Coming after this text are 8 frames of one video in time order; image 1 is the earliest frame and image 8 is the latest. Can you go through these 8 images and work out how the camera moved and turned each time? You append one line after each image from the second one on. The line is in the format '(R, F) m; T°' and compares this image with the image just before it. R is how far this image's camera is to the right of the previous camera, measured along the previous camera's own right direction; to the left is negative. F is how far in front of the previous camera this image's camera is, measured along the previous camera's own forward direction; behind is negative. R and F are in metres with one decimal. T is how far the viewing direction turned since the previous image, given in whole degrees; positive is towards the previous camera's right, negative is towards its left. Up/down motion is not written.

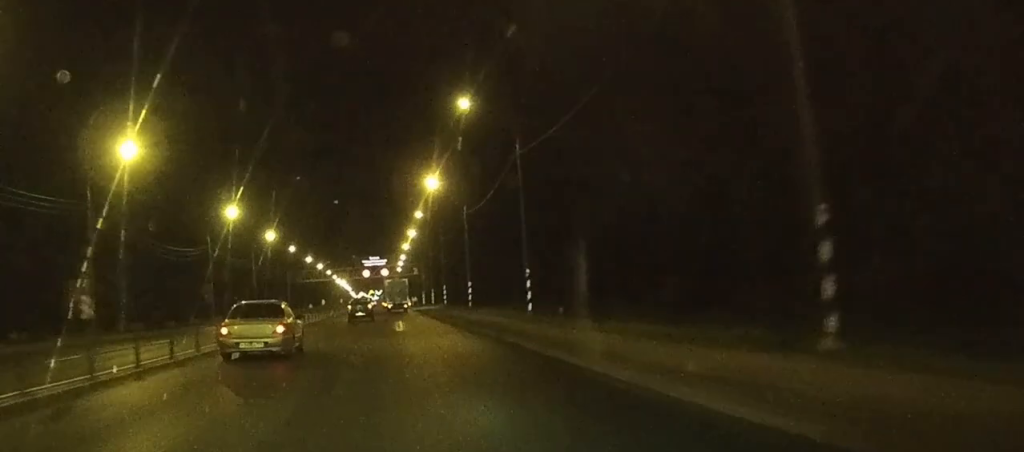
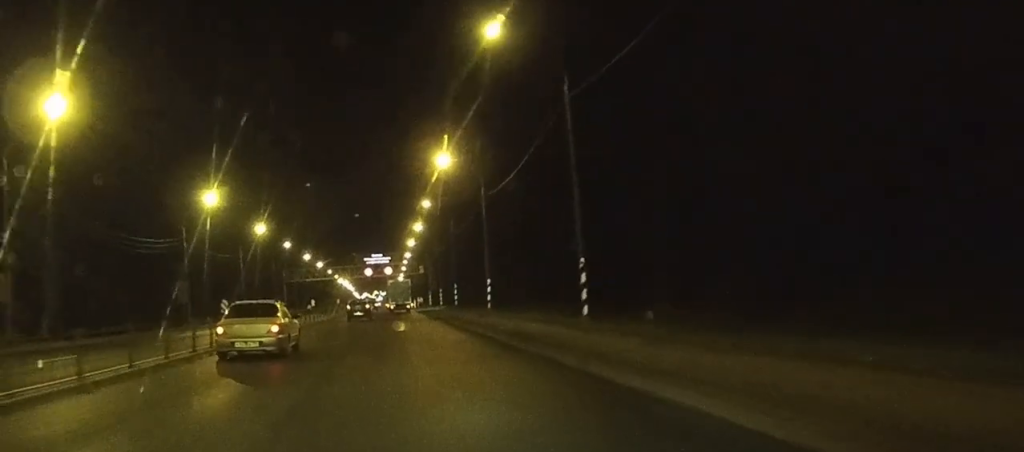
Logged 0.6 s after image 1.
(0.0, +12.1) m; 0°
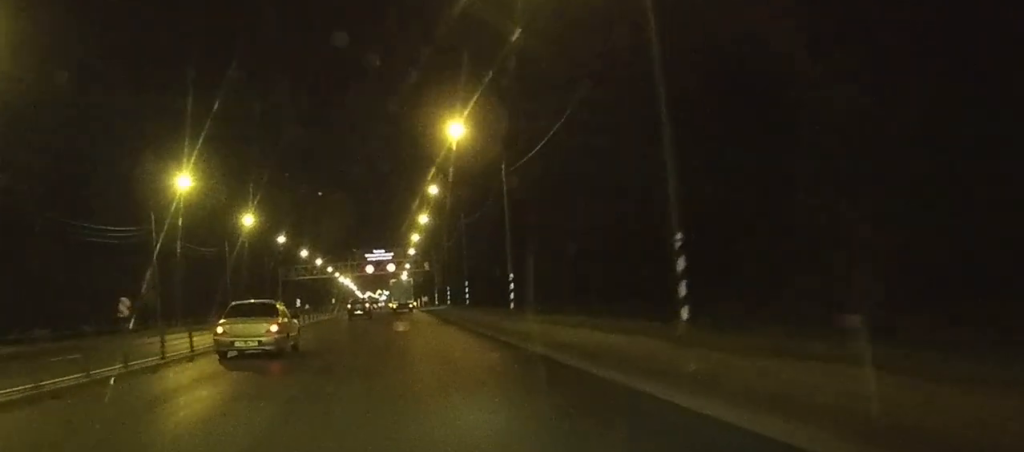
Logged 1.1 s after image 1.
(0.0, +10.7) m; 0°
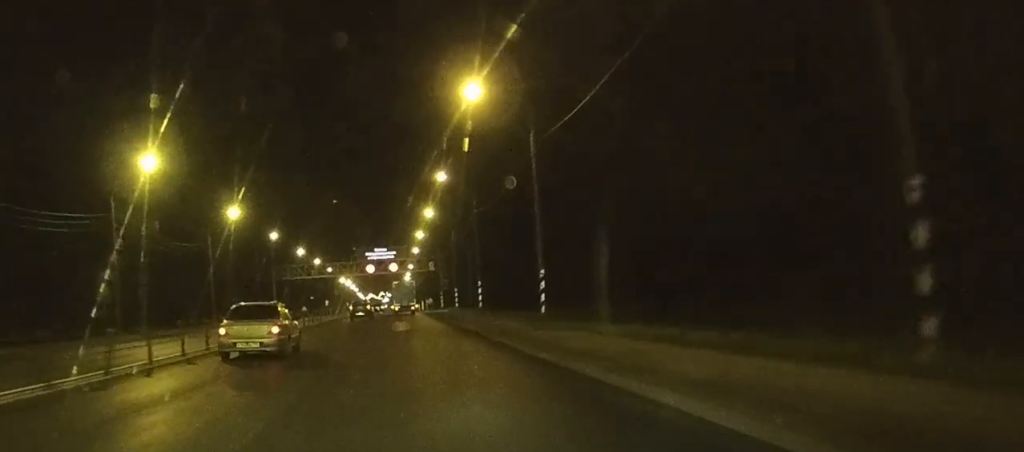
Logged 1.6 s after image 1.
(0.0, +10.1) m; 0°
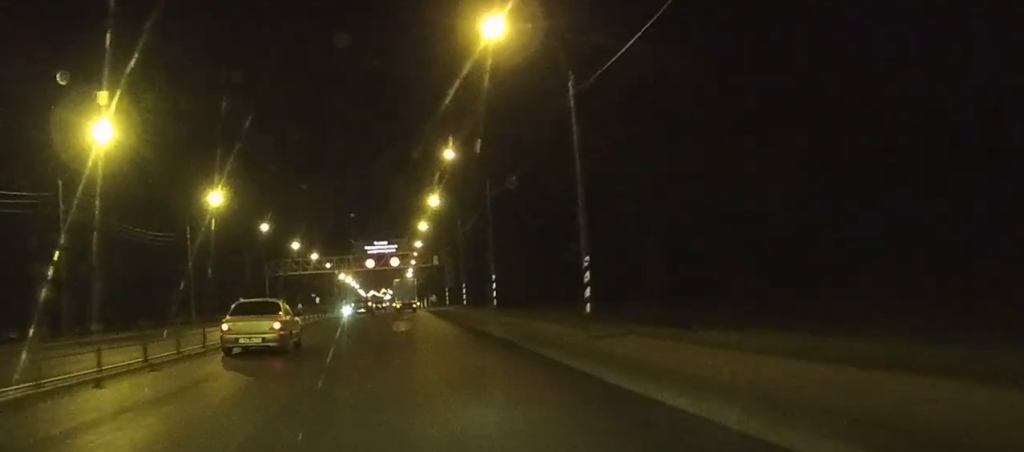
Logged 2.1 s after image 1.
(0.0, +9.4) m; 0°
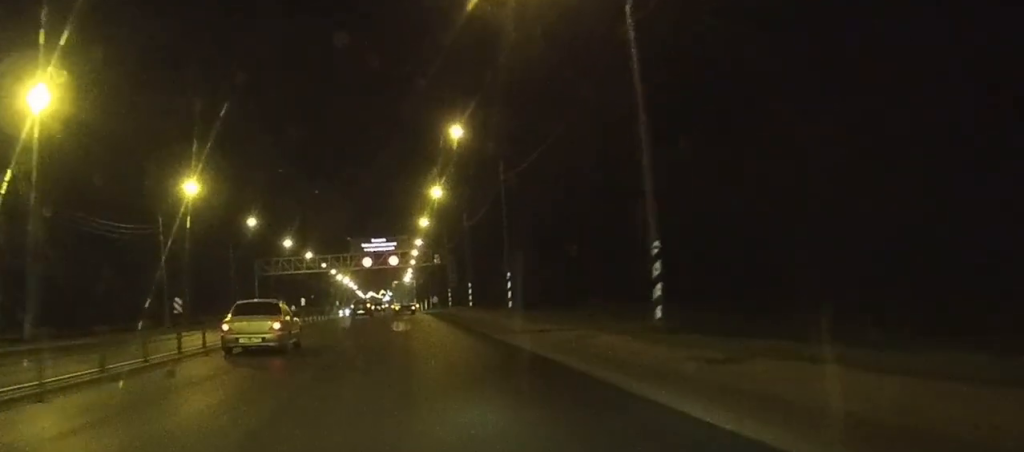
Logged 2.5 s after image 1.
(0.0, +8.7) m; 0°
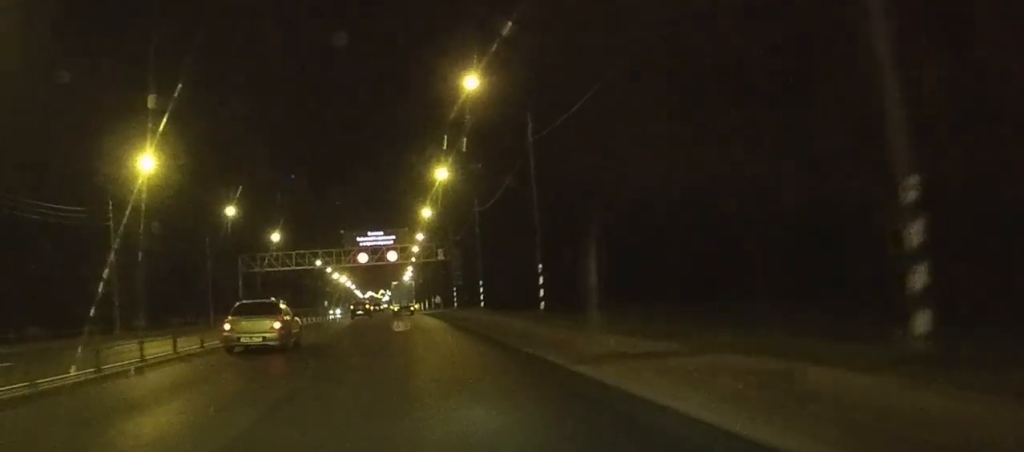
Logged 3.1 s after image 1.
(0.0, +11.9) m; 0°
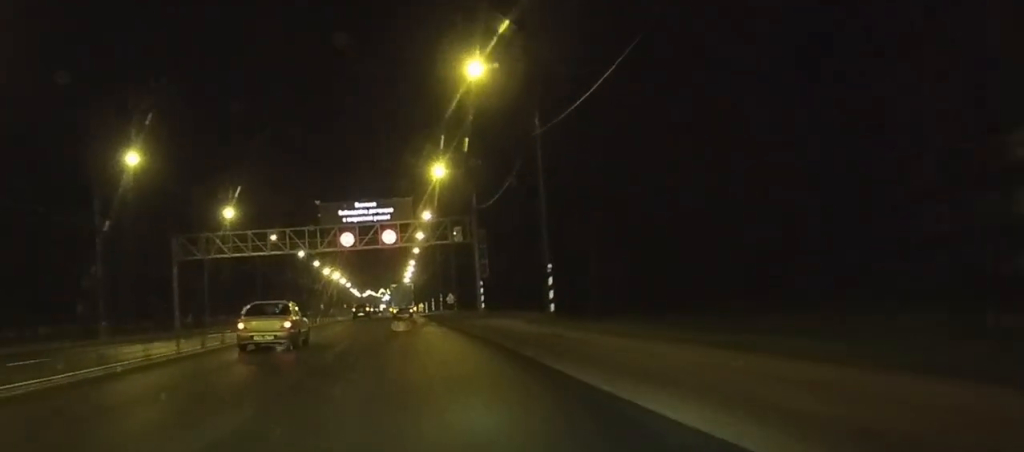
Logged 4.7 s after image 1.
(0.0, +31.3) m; 0°
